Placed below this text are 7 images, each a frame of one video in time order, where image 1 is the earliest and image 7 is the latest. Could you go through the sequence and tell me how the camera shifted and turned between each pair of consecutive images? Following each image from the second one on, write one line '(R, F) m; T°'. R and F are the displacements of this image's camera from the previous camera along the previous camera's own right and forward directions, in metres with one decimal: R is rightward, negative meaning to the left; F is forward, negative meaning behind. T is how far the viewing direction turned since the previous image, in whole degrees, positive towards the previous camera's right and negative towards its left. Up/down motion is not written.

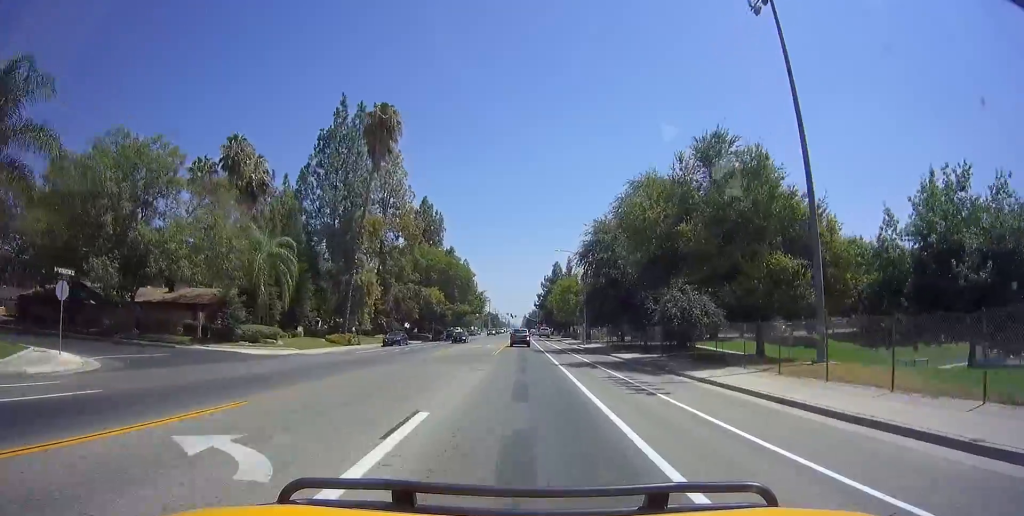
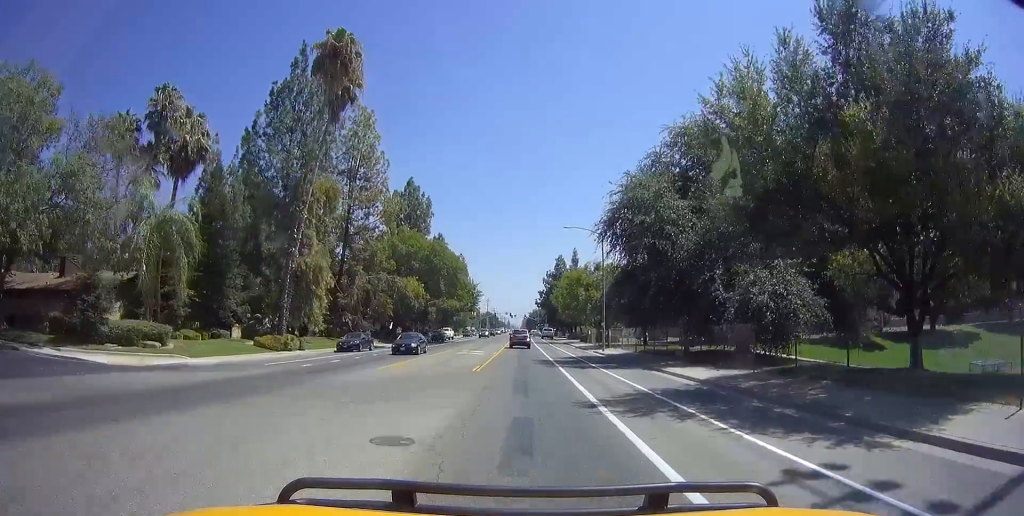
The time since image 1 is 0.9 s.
(0.0, +13.3) m; 0°
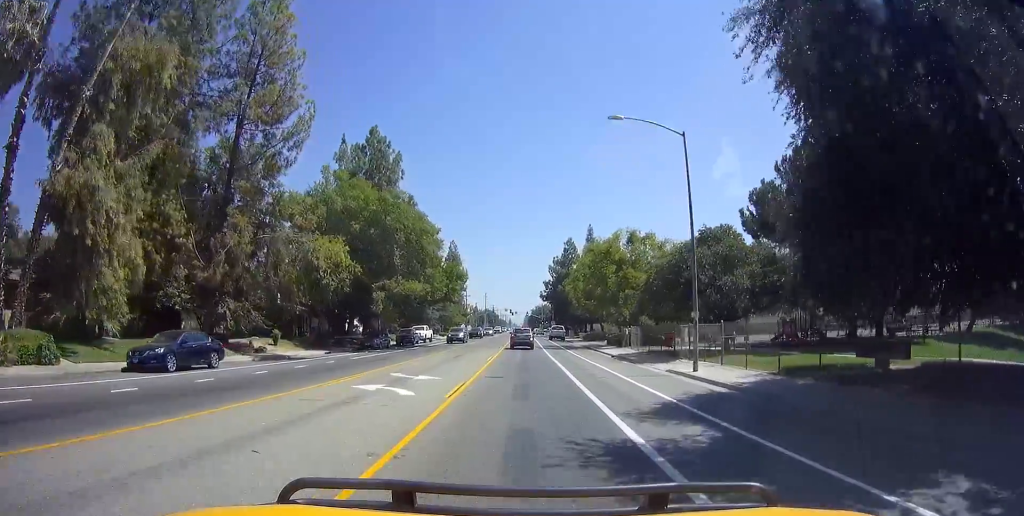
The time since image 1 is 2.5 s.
(0.0, +22.6) m; +1°
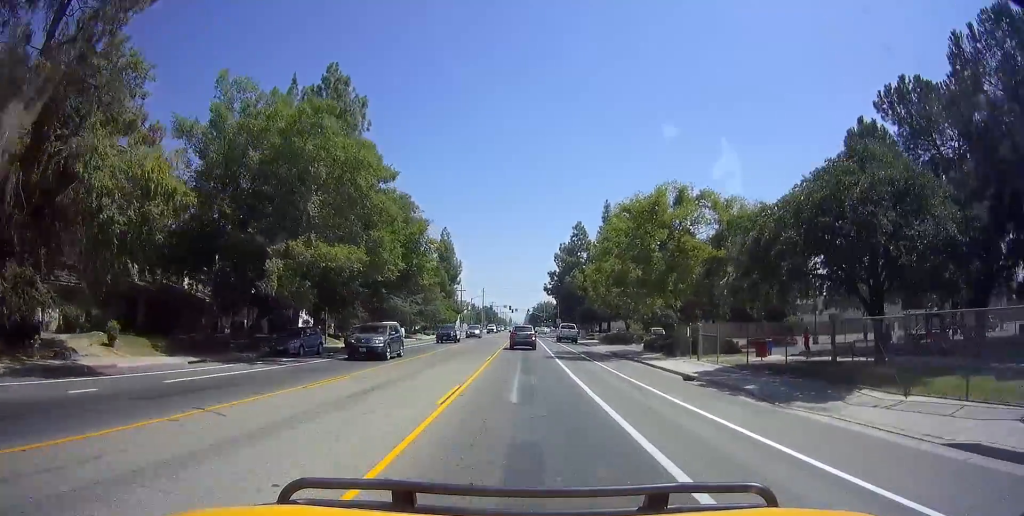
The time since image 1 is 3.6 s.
(+0.3, +16.0) m; +1°
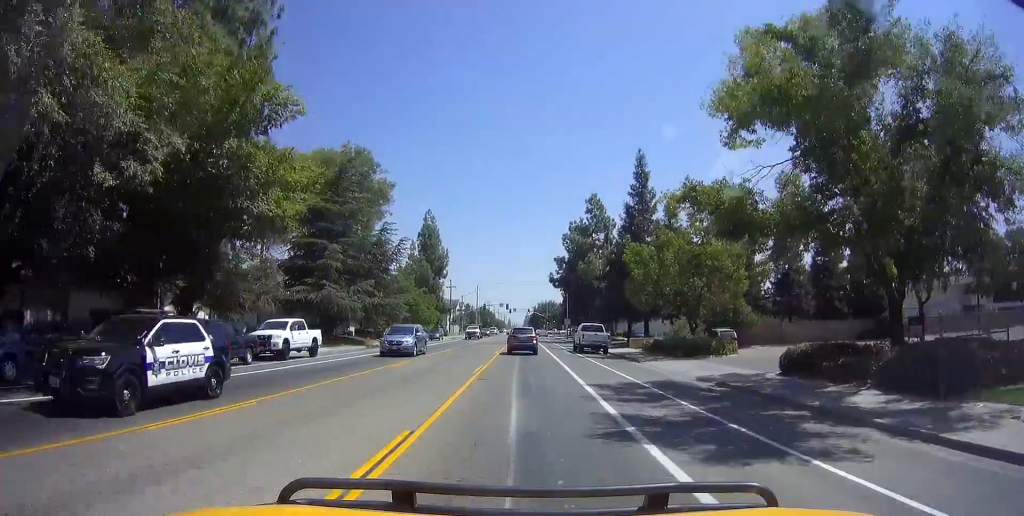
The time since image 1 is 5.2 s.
(0.0, +21.2) m; -1°
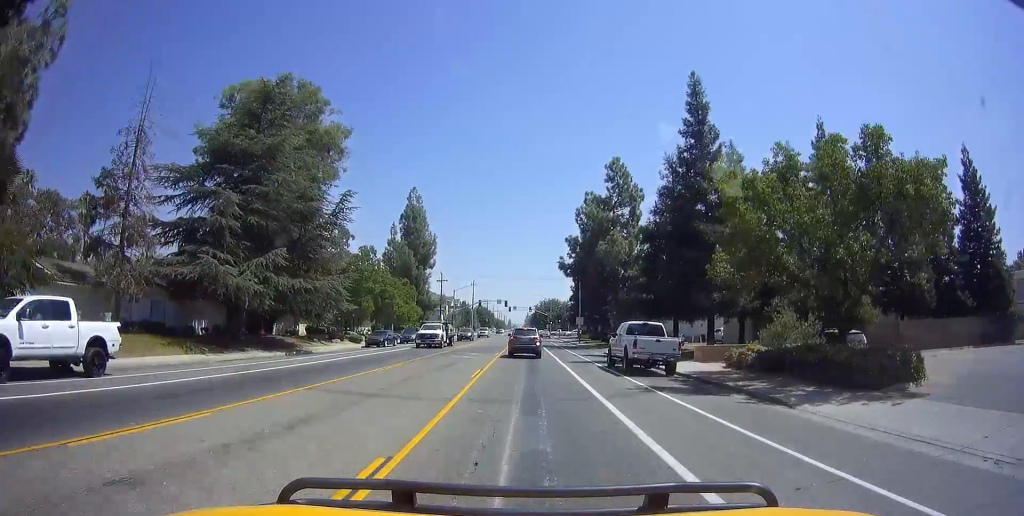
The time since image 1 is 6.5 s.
(-0.4, +16.4) m; -1°
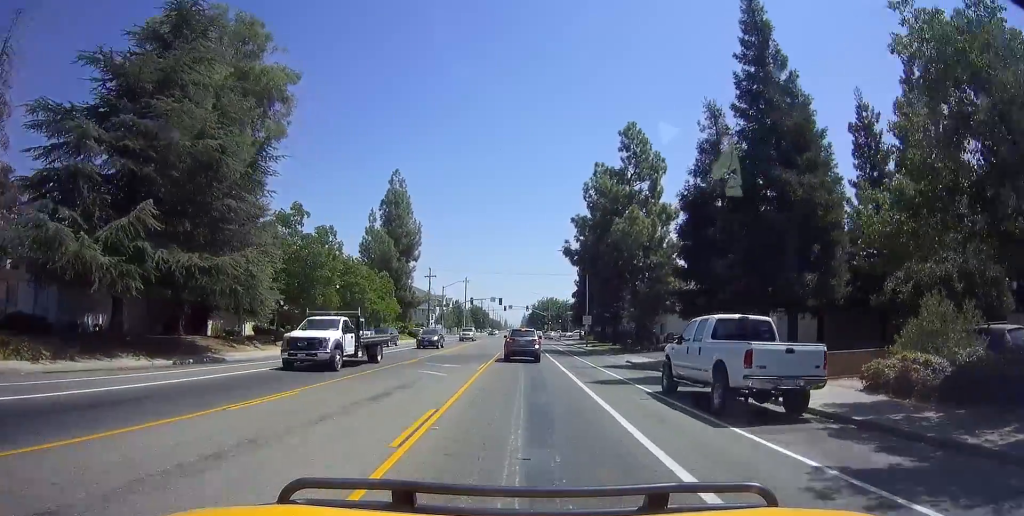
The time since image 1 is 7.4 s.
(+0.2, +10.2) m; +1°
